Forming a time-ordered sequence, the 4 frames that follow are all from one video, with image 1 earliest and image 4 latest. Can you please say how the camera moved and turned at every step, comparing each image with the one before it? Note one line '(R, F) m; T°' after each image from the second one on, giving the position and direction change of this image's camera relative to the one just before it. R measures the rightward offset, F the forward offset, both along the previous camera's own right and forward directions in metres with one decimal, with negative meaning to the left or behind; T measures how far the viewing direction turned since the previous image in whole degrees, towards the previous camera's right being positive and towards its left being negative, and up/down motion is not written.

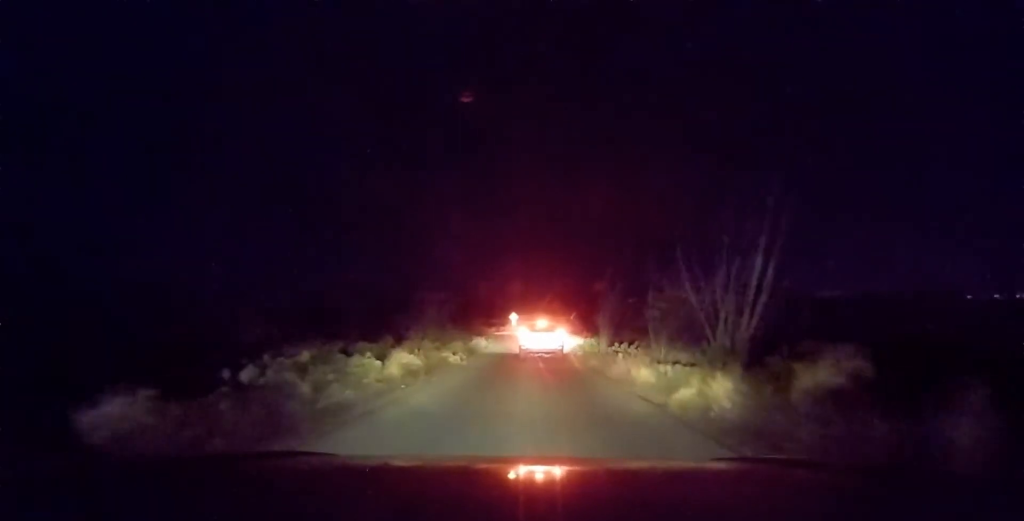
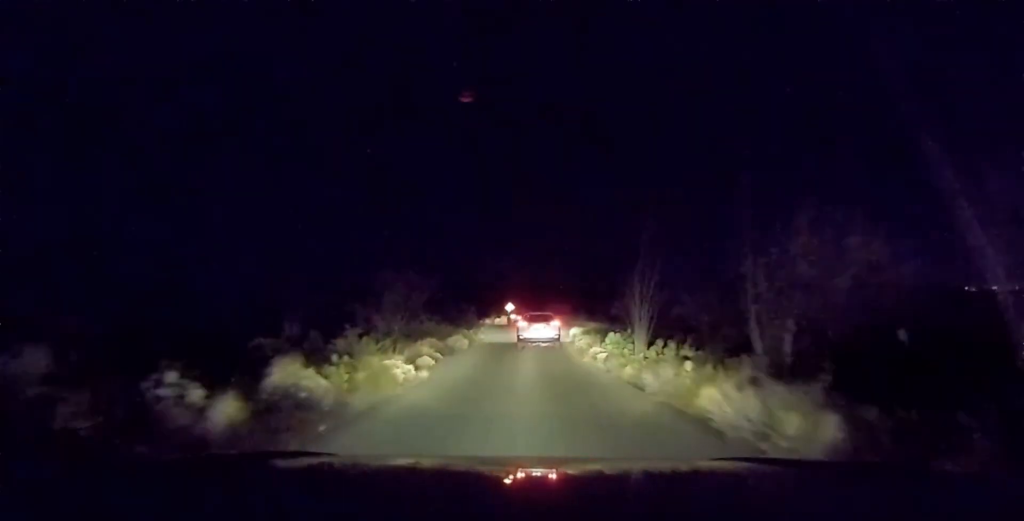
(-0.5, +7.5) m; 0°
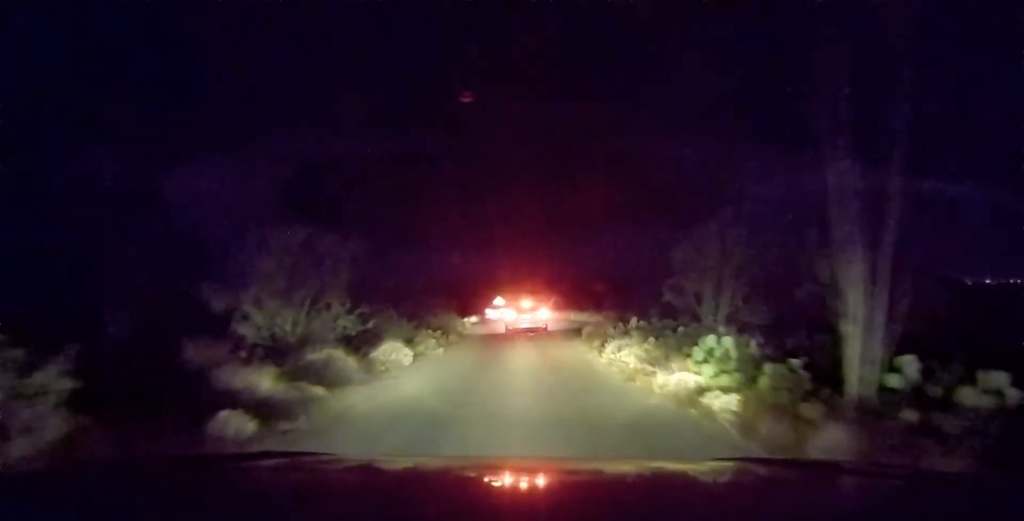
(+0.8, +9.7) m; +3°
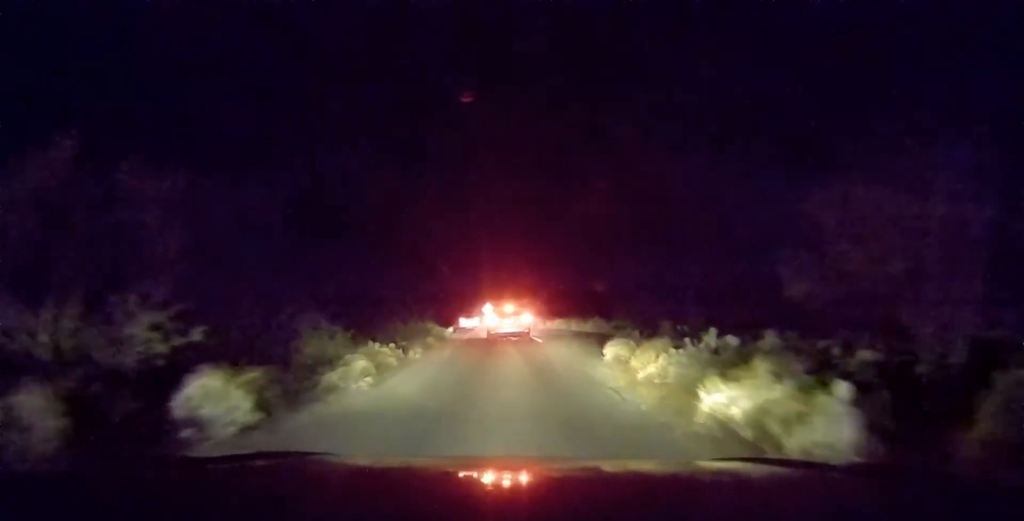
(-0.6, +7.2) m; -5°
